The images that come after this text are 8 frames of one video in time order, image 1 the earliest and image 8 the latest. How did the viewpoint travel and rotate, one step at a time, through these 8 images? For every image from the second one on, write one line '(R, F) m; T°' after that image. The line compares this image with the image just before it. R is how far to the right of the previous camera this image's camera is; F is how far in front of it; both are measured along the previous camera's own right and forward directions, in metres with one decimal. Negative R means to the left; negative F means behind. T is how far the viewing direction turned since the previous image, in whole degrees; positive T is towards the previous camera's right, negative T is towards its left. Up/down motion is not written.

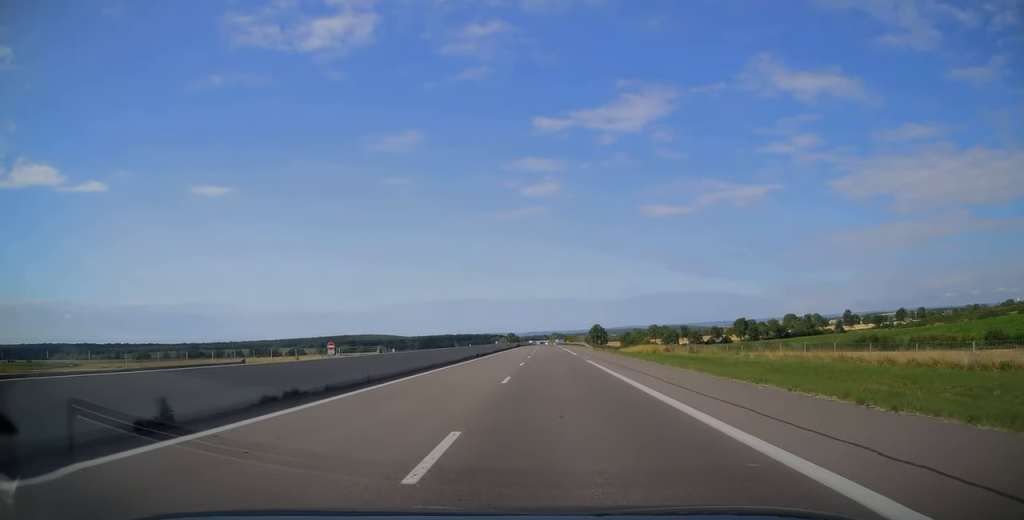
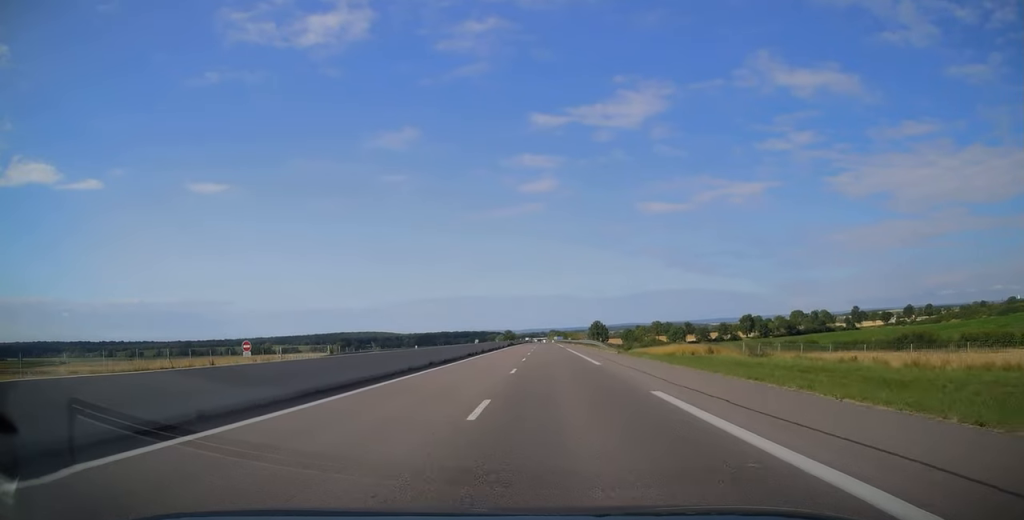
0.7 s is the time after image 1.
(+0.1, +20.7) m; 0°
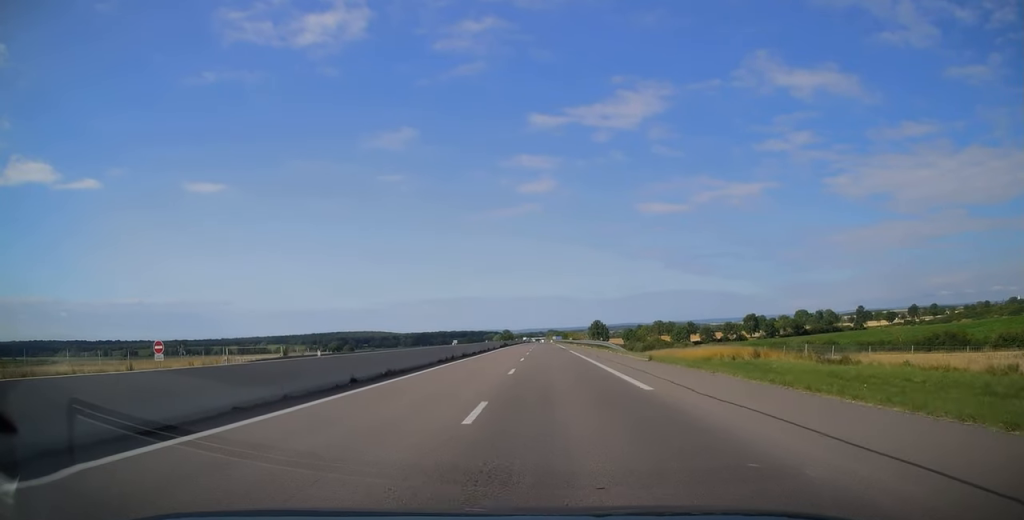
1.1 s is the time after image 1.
(+0.1, +12.8) m; 0°
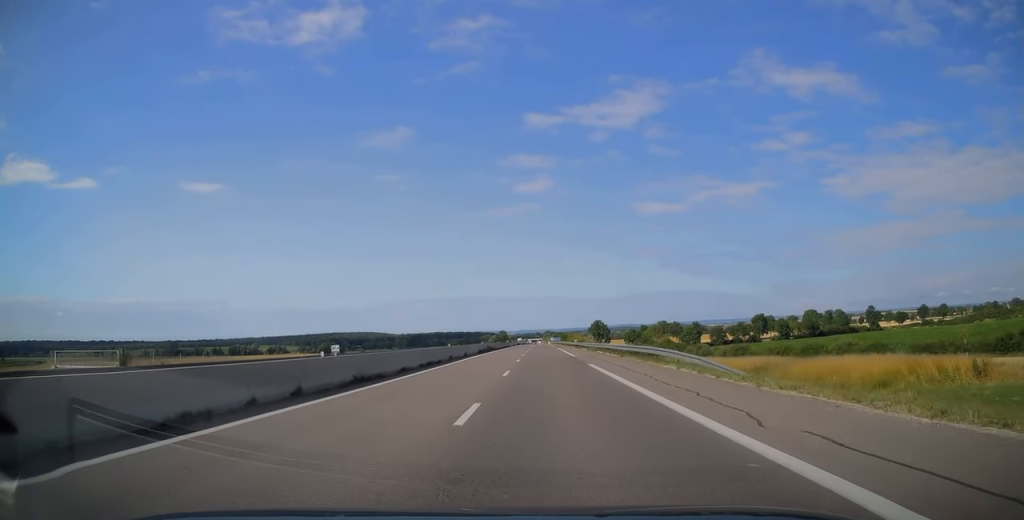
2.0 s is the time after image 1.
(-0.2, +24.6) m; 0°
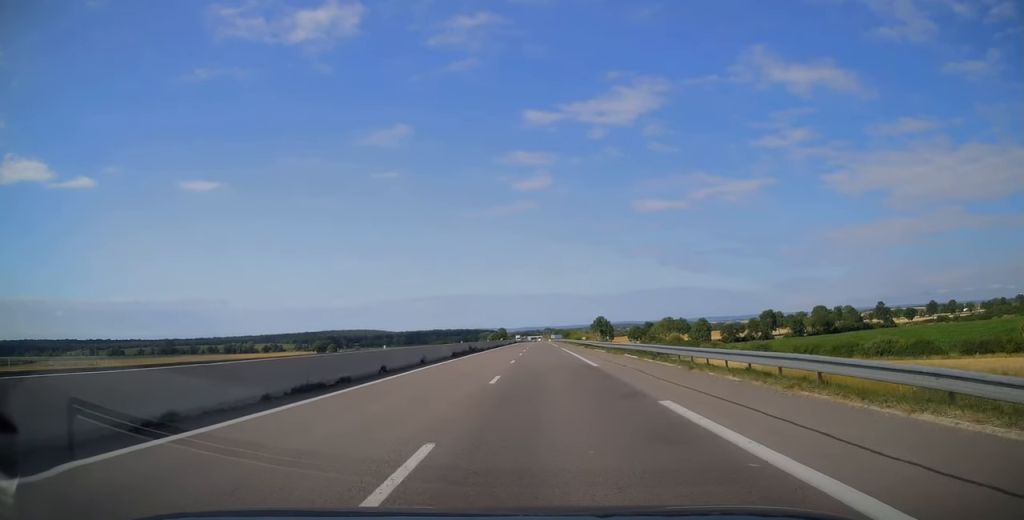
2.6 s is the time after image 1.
(0.0, +17.2) m; 0°
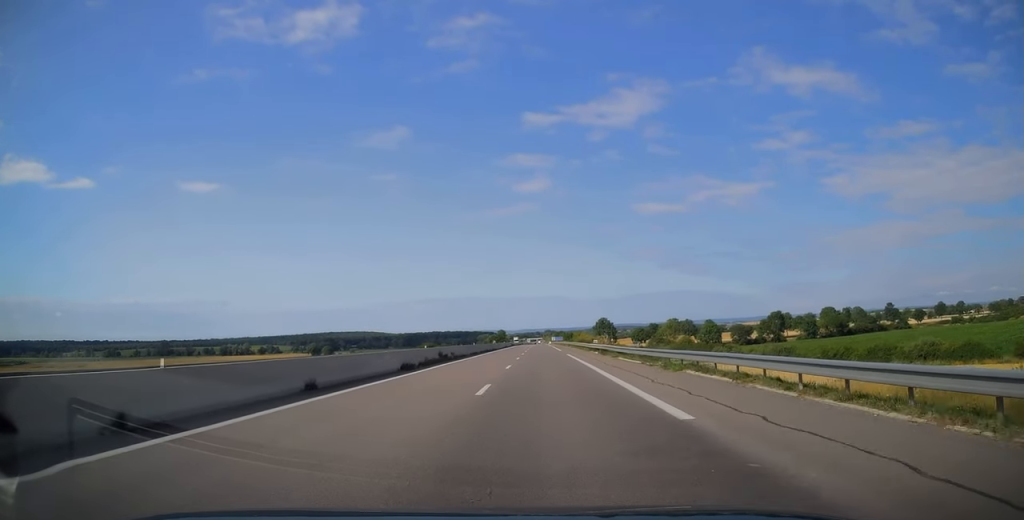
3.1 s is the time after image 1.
(+0.2, +15.2) m; 0°
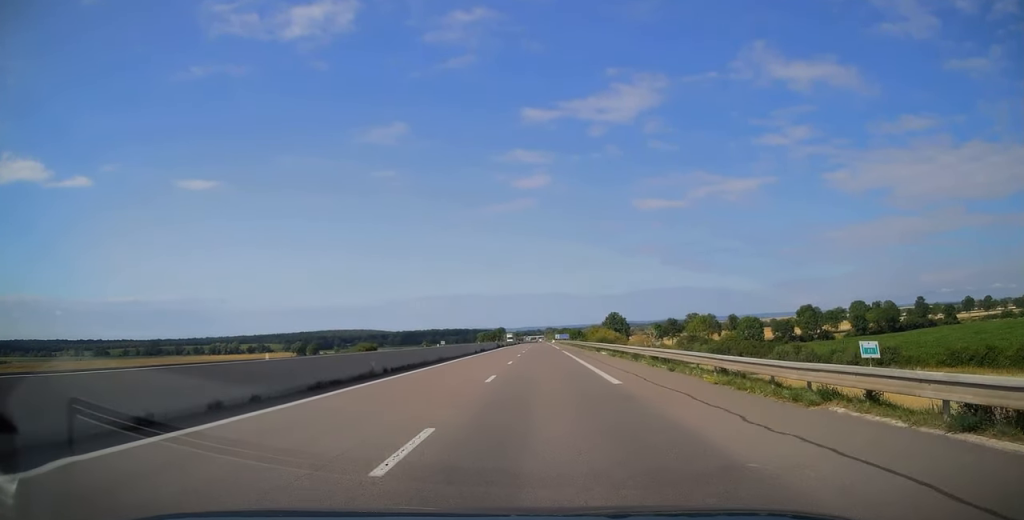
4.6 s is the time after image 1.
(-0.4, +45.4) m; -1°
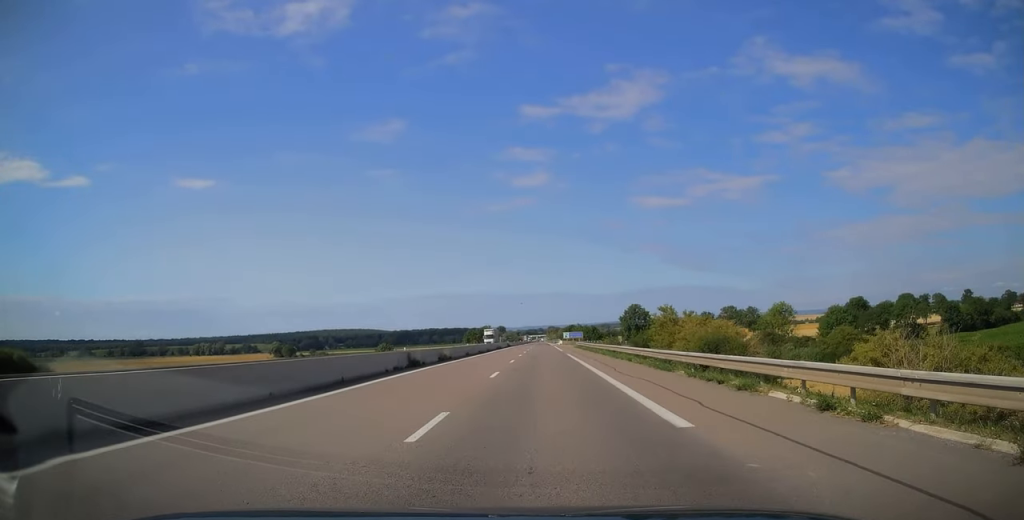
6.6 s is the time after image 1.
(0.0, +59.7) m; 0°
